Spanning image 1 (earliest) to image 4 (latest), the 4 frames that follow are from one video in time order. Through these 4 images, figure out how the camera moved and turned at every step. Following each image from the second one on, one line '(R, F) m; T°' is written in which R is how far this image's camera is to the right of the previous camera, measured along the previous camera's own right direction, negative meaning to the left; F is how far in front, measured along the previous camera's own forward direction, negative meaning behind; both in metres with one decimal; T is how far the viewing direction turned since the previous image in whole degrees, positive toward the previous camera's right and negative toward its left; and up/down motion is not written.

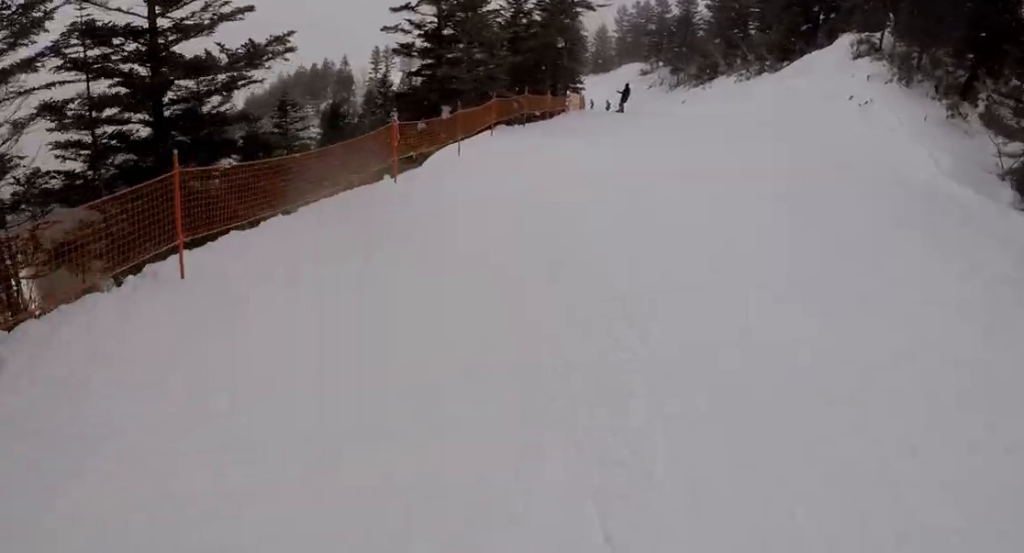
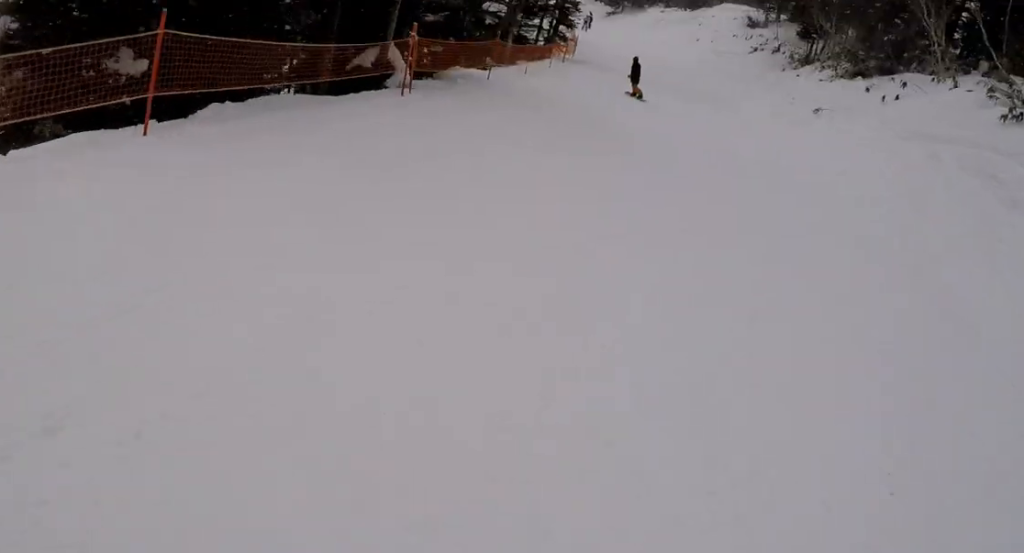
(+3.4, +35.2) m; +4°
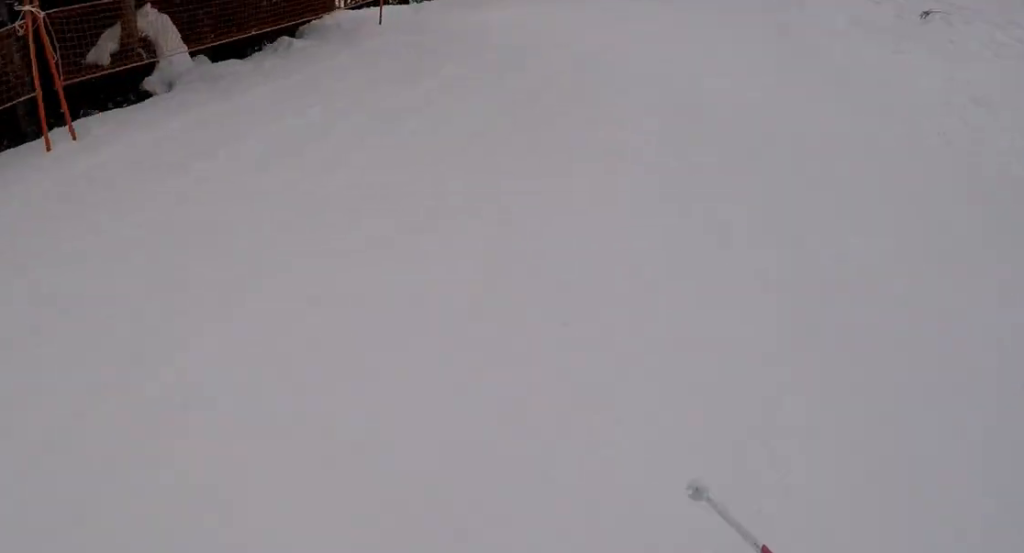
(-0.8, +6.6) m; -8°
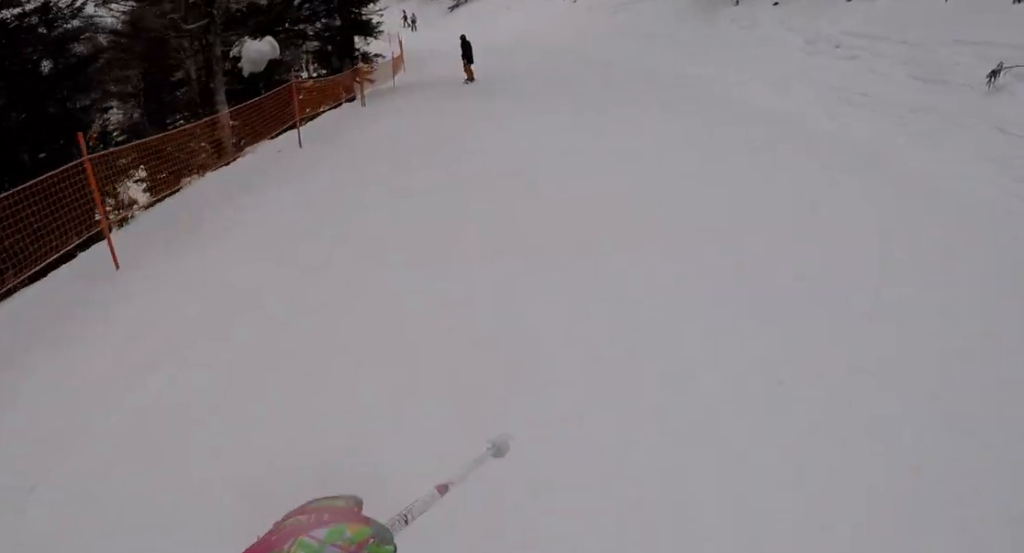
(-0.1, +8.4) m; +6°
